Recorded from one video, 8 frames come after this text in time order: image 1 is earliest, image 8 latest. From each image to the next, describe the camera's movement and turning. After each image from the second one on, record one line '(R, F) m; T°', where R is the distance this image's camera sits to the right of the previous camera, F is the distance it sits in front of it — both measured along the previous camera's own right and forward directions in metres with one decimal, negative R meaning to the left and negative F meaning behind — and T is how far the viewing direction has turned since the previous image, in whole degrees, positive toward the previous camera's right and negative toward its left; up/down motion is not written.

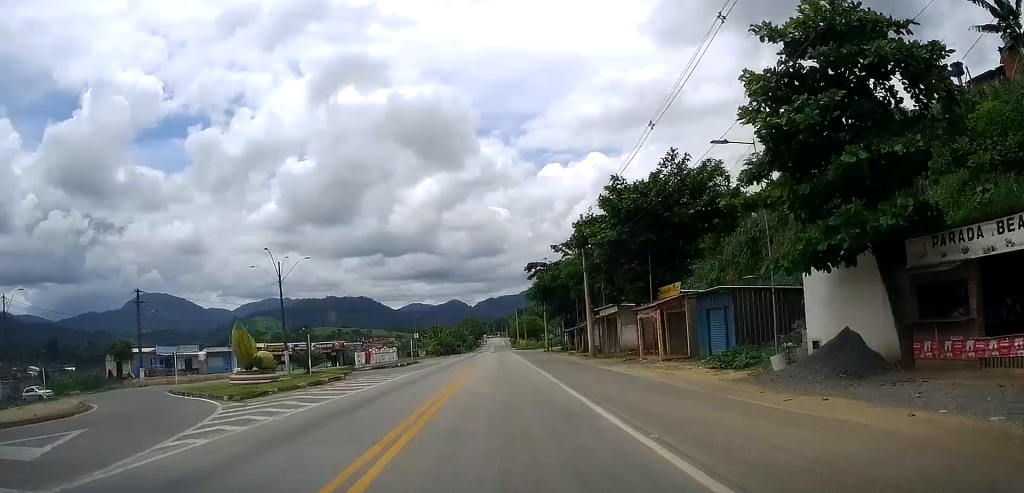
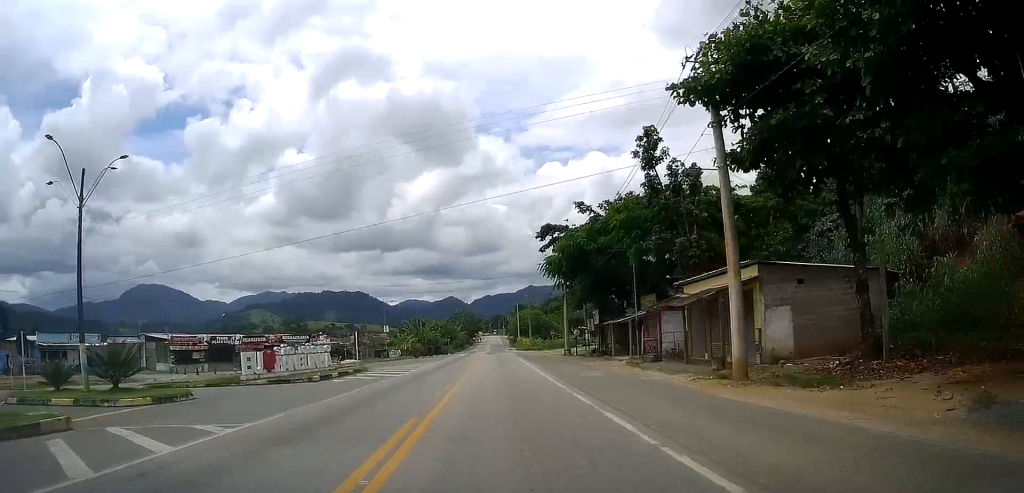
(-0.2, +25.0) m; +1°
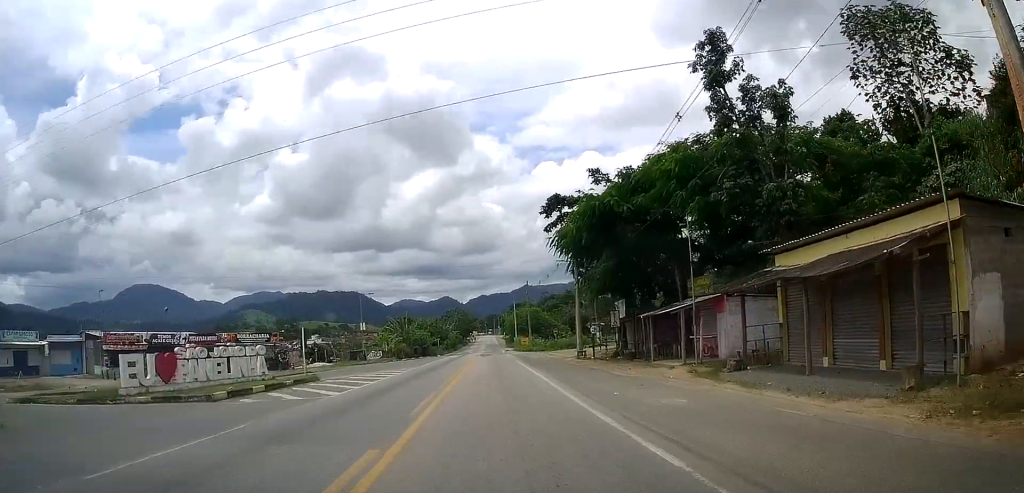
(+0.1, +10.7) m; -1°
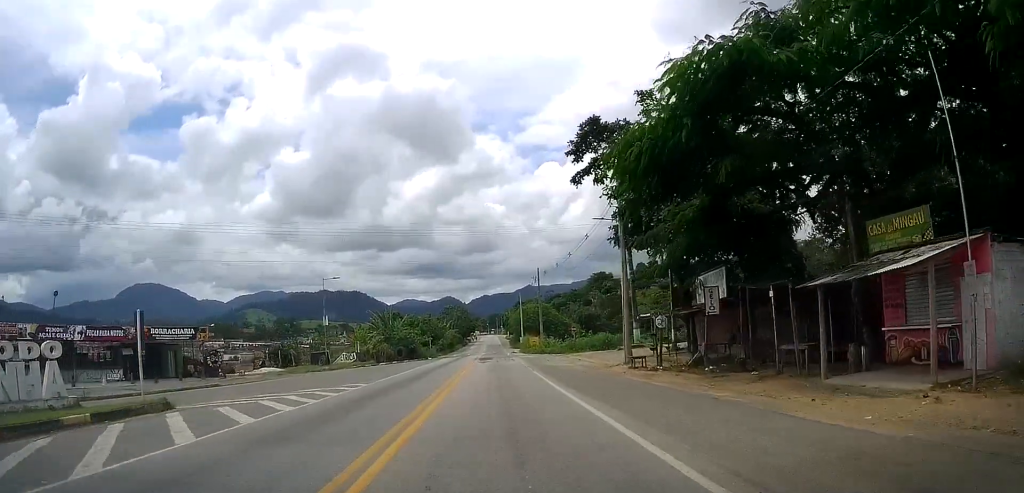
(-0.2, +15.3) m; +1°
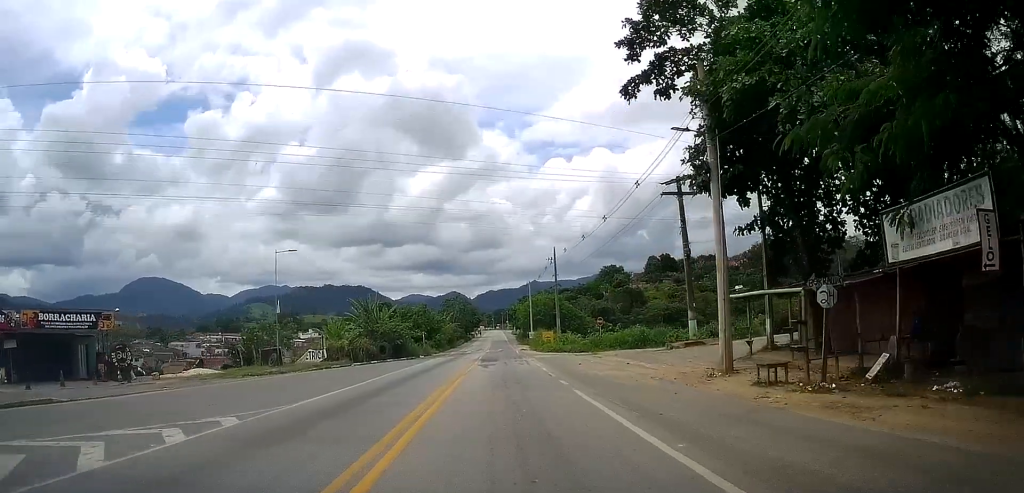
(+0.3, +12.7) m; 0°
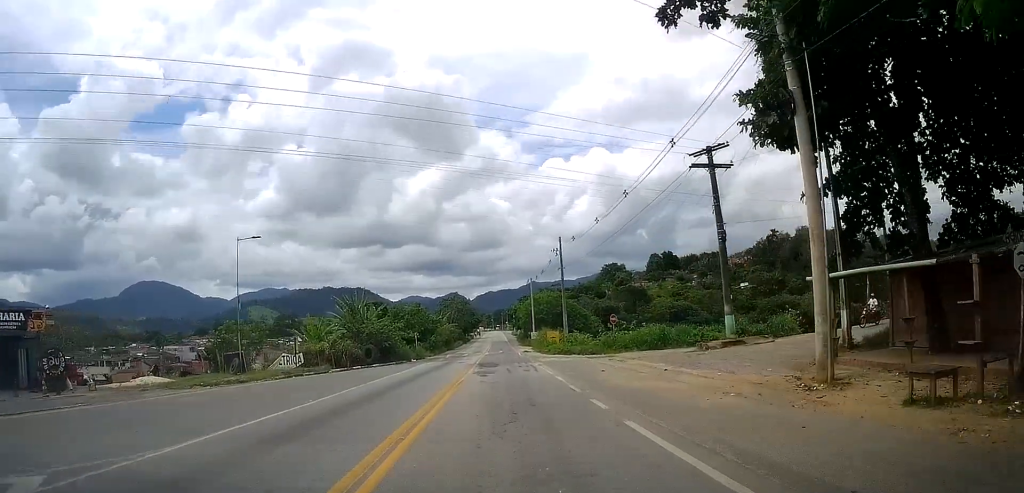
(-0.1, +6.1) m; -1°
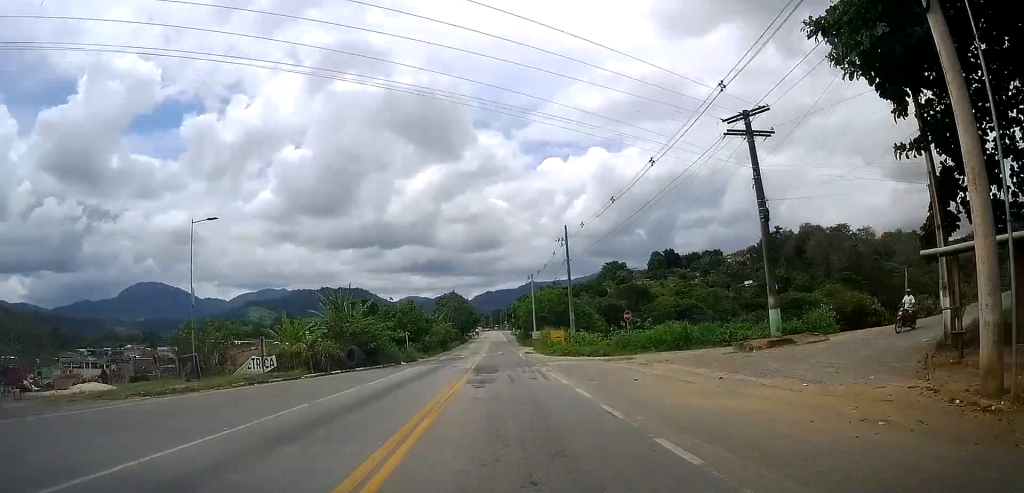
(0.0, +5.5) m; 0°
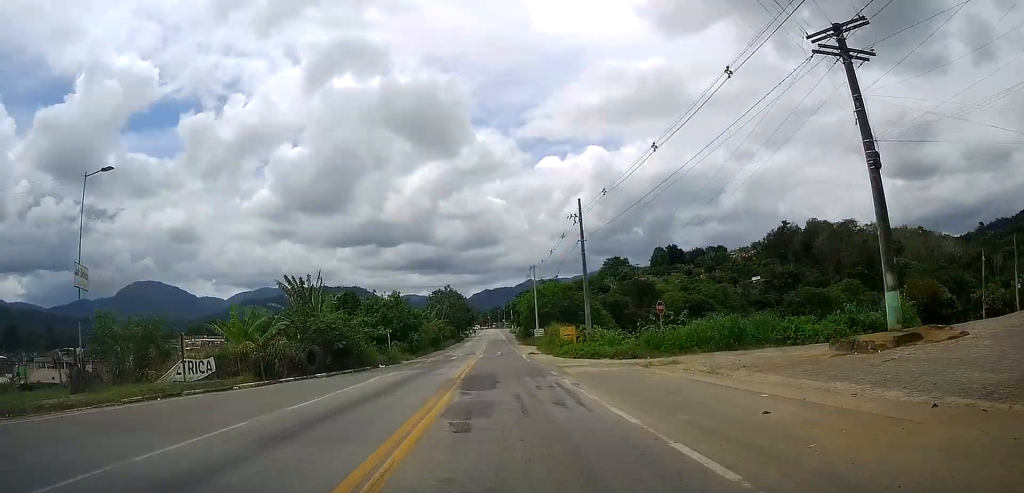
(0.0, +9.0) m; 0°
